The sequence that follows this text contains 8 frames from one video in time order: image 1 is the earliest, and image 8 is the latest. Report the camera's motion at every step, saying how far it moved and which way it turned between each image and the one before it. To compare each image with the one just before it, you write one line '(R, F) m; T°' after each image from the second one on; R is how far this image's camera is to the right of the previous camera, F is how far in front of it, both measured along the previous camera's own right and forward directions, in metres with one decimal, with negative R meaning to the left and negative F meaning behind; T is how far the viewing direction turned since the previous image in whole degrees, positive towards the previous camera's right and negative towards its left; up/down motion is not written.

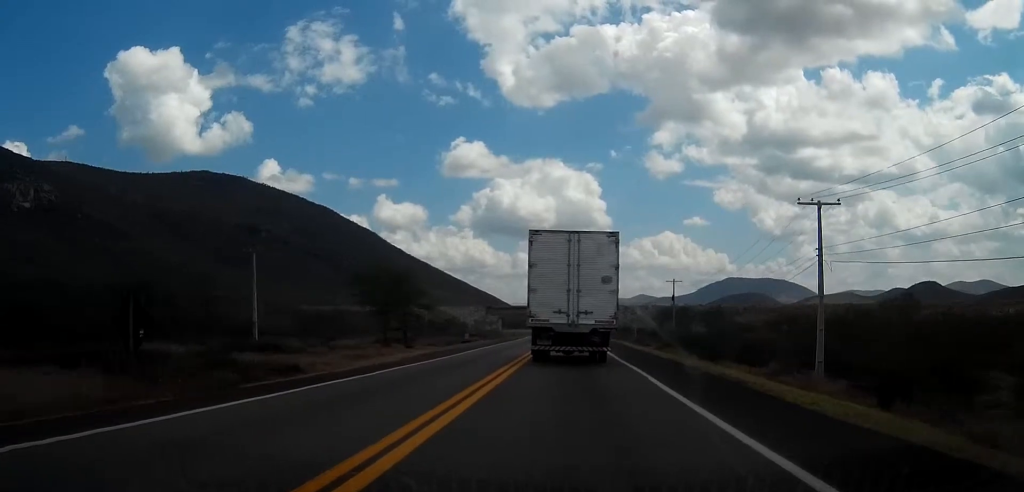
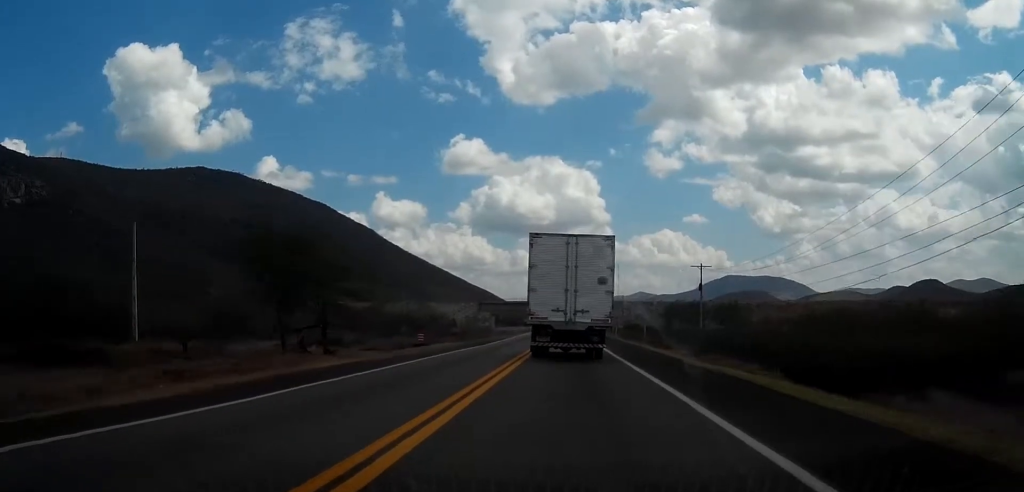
(+0.1, +23.2) m; 0°
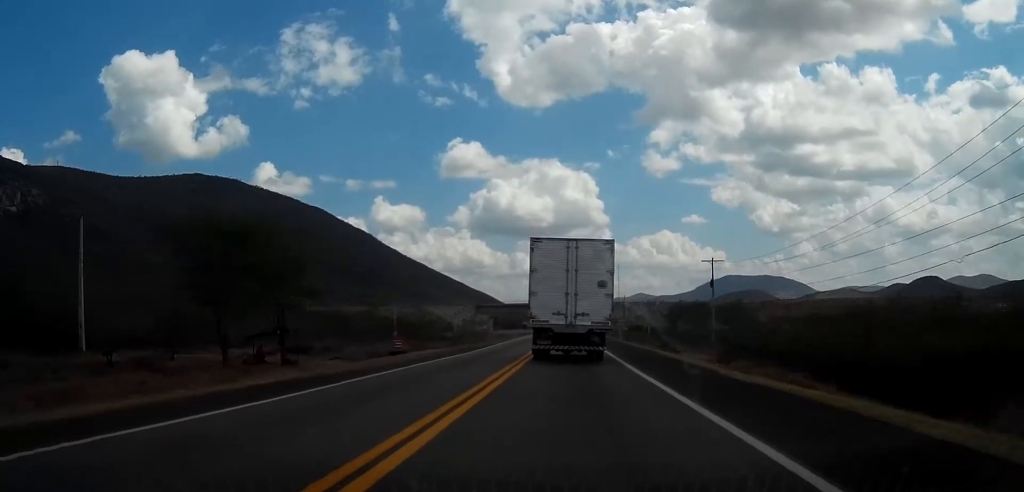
(0.0, +7.1) m; 0°
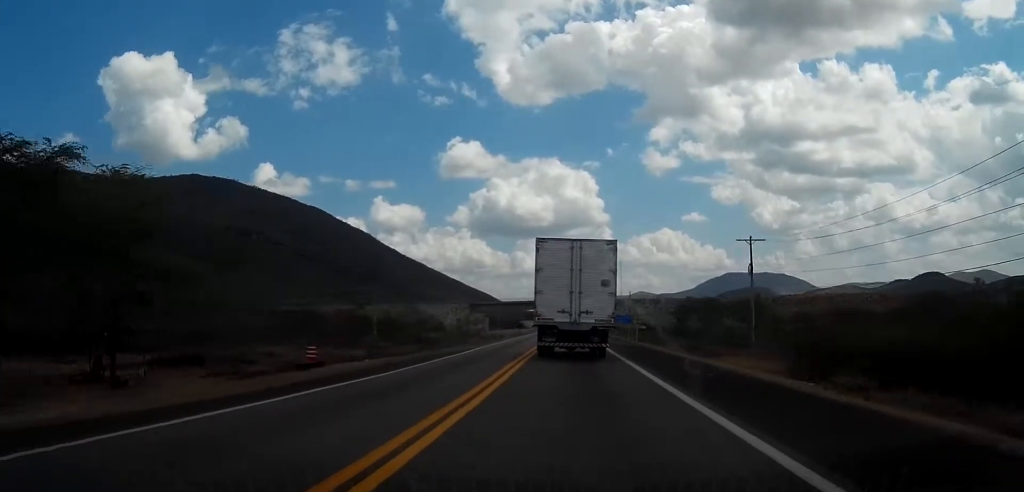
(0.0, +16.5) m; 0°
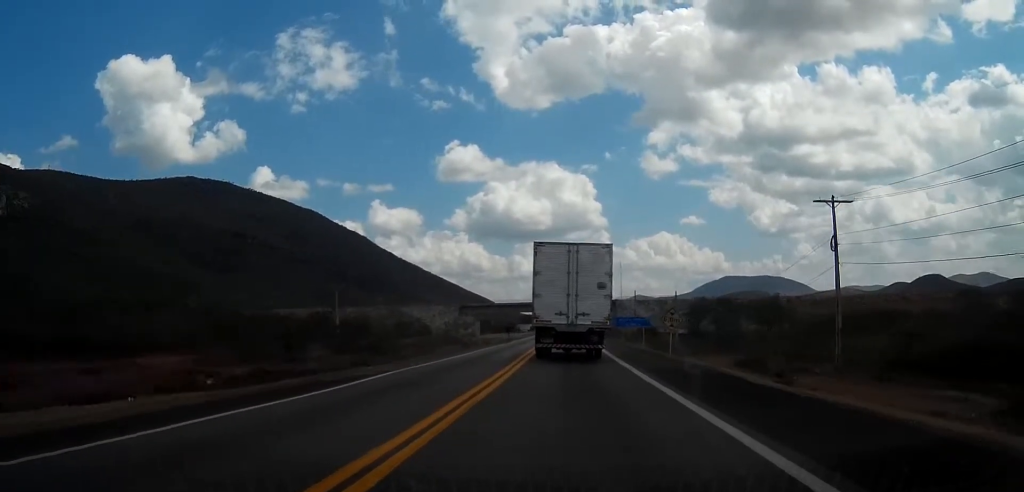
(+0.1, +20.3) m; 0°
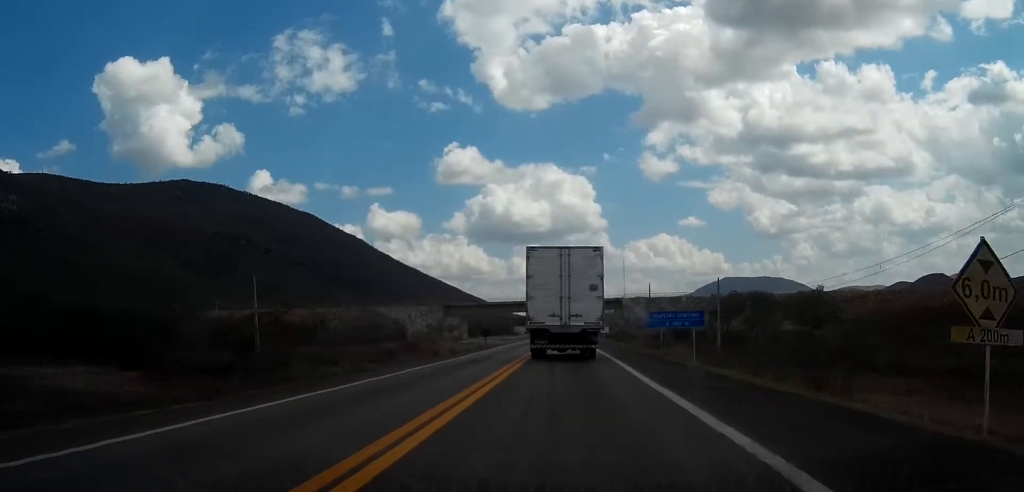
(+0.1, +30.4) m; +1°
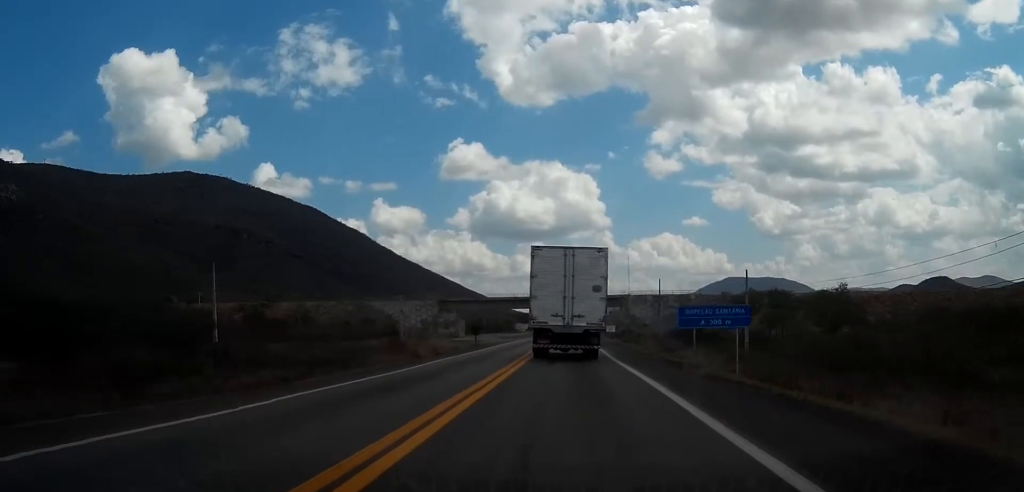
(0.0, +11.0) m; -1°
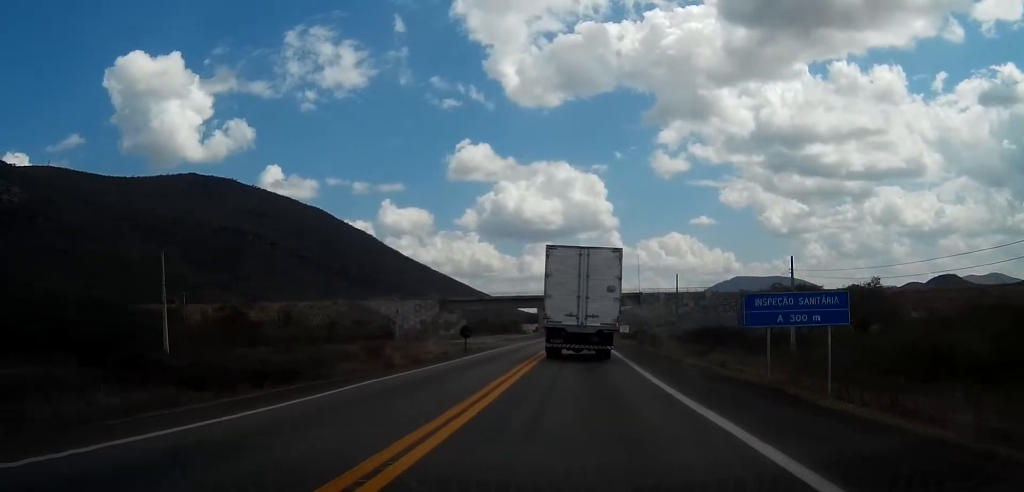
(-0.1, +11.5) m; -1°
